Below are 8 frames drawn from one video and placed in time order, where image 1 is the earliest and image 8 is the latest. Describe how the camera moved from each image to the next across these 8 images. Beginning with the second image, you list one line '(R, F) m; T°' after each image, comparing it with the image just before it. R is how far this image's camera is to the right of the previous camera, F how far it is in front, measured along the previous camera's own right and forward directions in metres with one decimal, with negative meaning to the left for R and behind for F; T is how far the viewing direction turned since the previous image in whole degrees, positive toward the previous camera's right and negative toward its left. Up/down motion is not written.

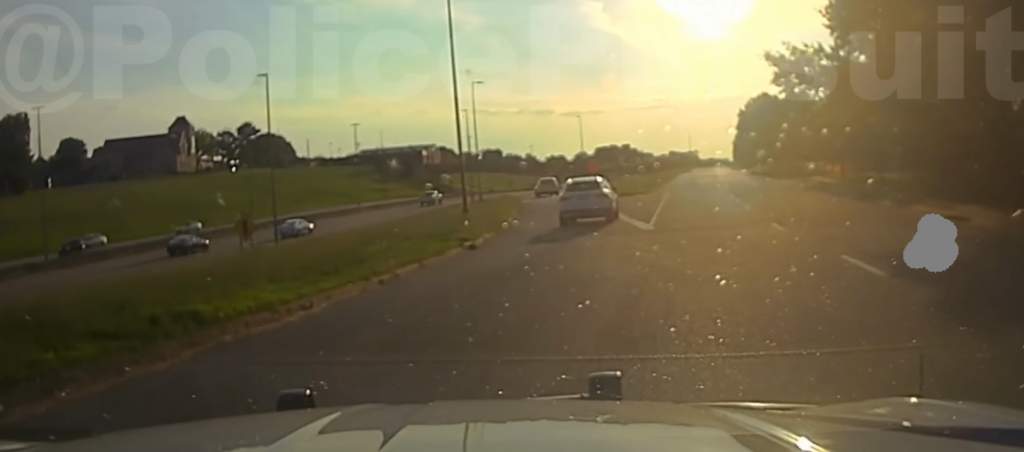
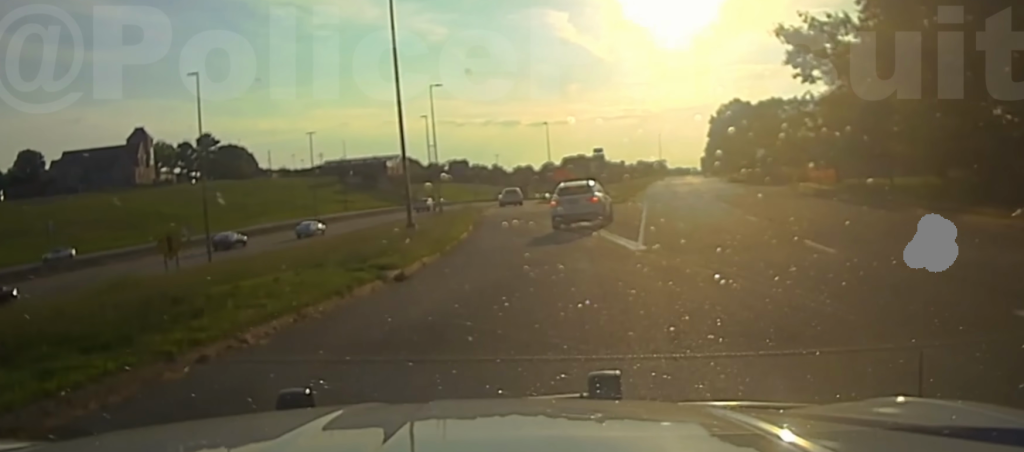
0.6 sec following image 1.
(+0.1, +7.5) m; 0°
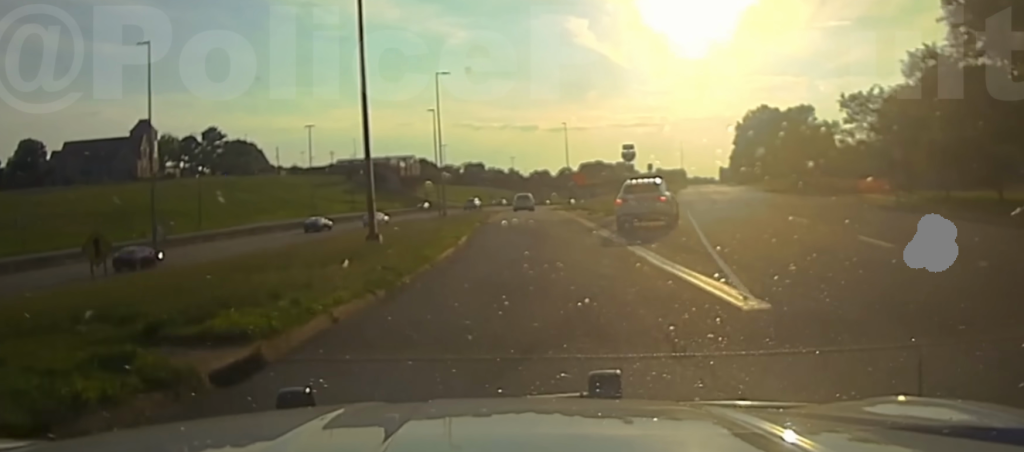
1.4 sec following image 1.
(-0.1, +12.0) m; -1°
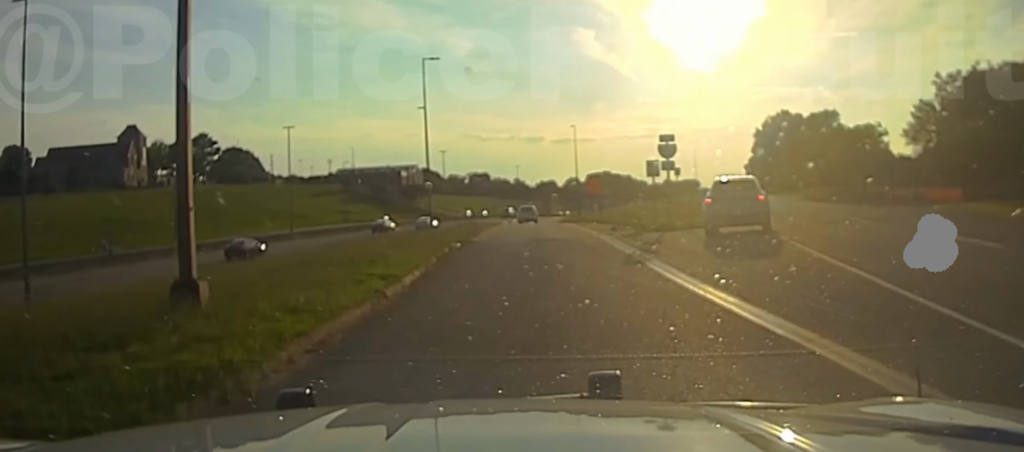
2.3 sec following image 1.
(-0.2, +15.0) m; -1°
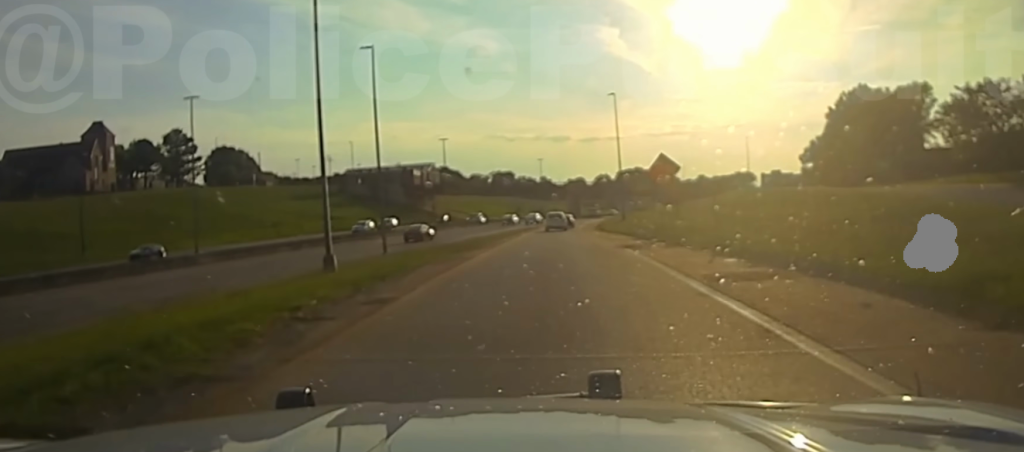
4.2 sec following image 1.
(-1.0, +41.3) m; -2°
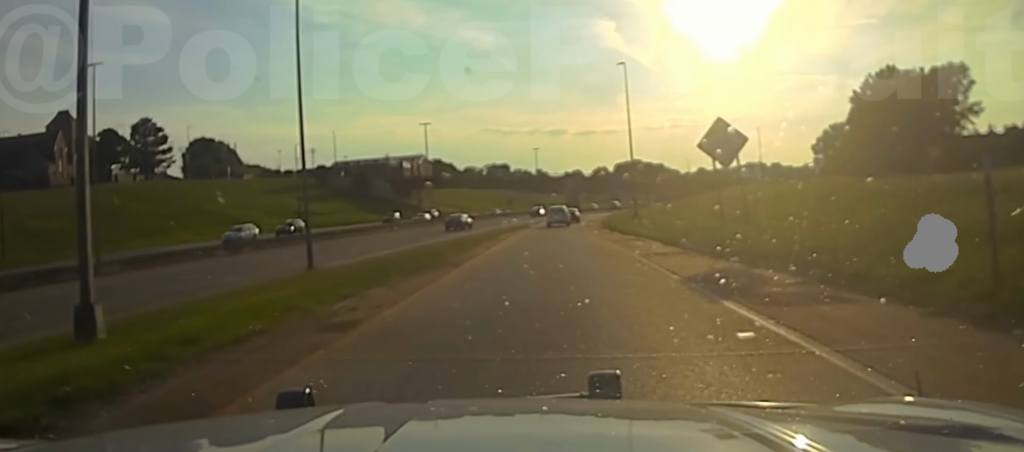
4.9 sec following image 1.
(0.0, +17.3) m; 0°
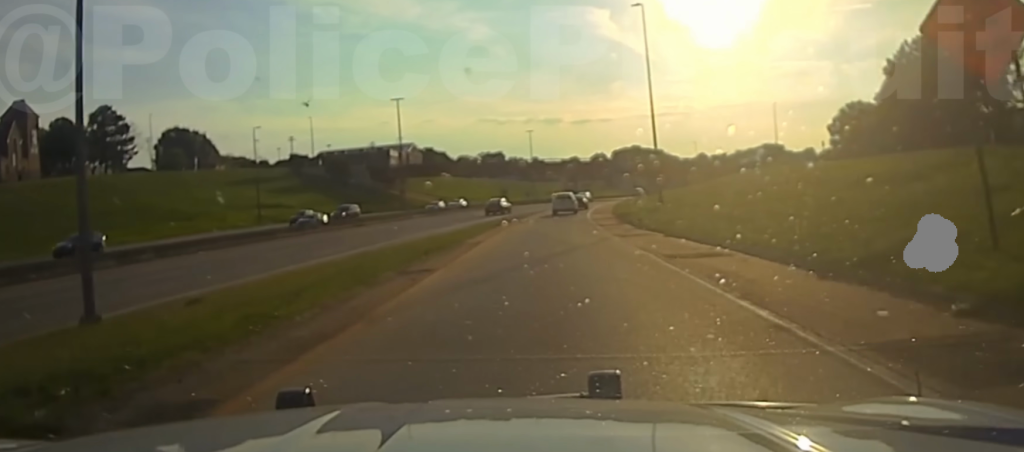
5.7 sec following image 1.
(+0.2, +20.3) m; +1°
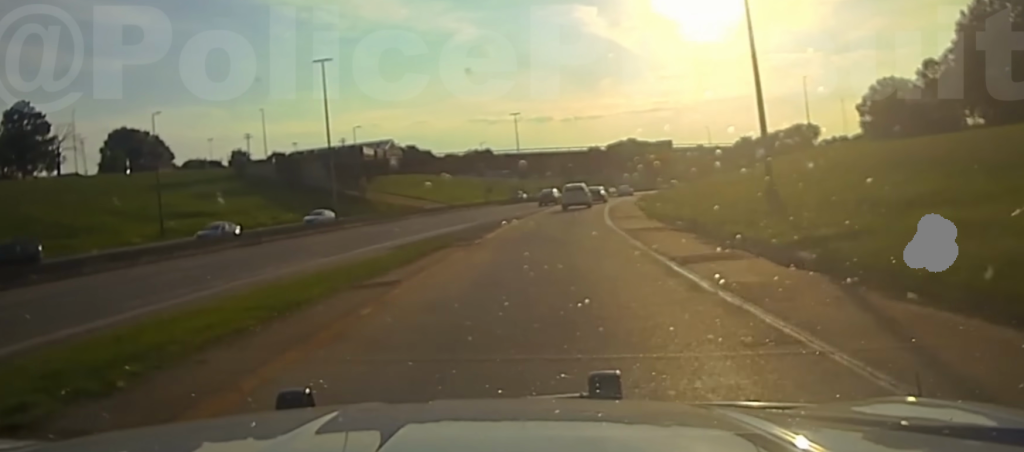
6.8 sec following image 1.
(+0.5, +32.7) m; +1°
